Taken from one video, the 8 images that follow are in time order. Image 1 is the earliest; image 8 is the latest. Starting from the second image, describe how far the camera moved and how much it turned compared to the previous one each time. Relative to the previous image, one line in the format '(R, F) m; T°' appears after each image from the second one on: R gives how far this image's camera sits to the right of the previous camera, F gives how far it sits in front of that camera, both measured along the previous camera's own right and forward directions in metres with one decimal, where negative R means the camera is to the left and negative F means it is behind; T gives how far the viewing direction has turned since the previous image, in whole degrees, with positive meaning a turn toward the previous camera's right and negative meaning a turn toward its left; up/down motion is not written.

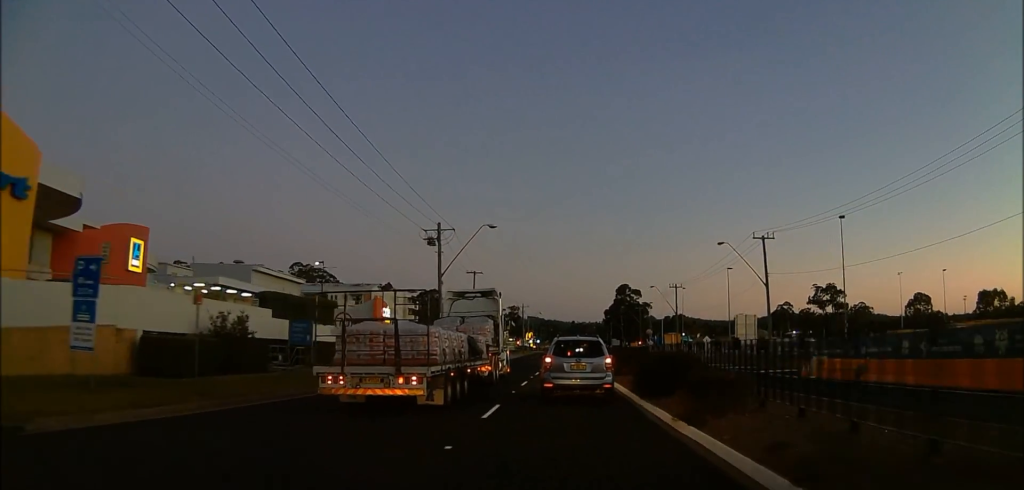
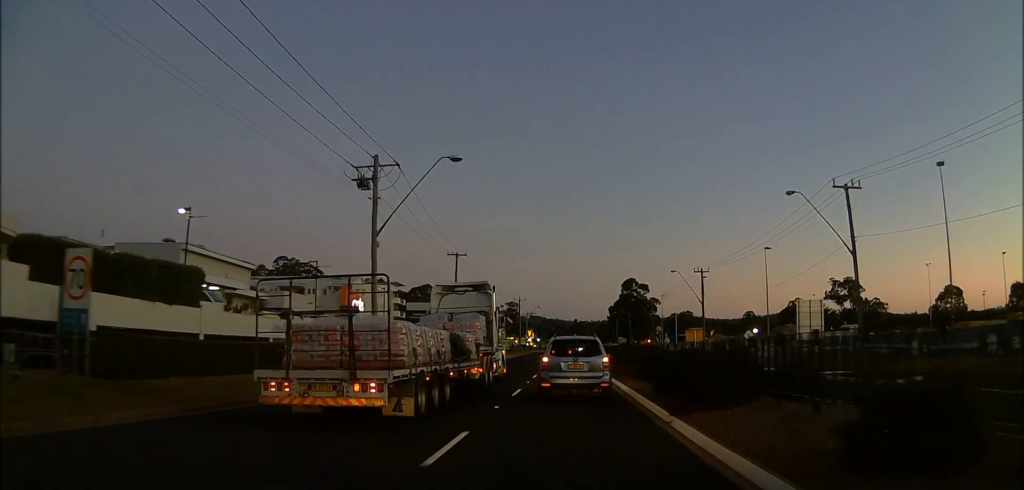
(-0.2, +15.8) m; -2°
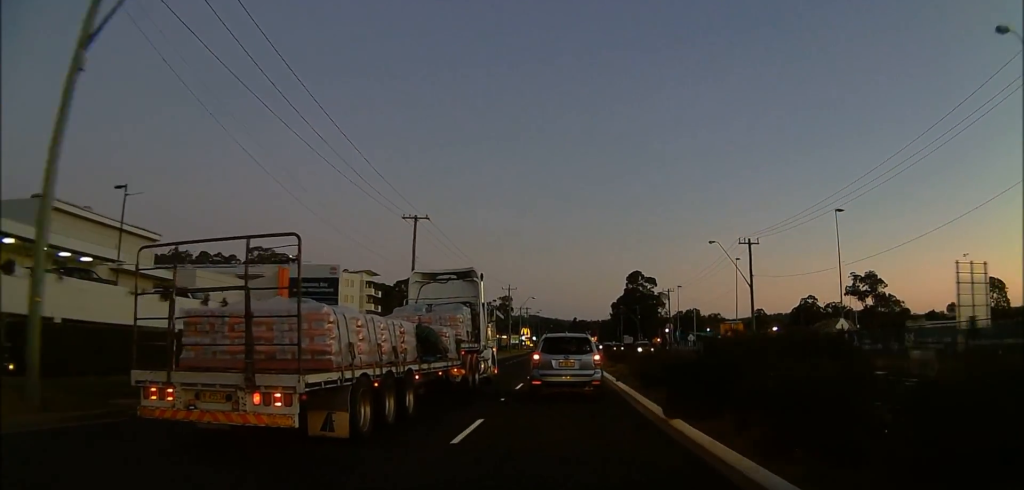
(-0.3, +20.3) m; 0°
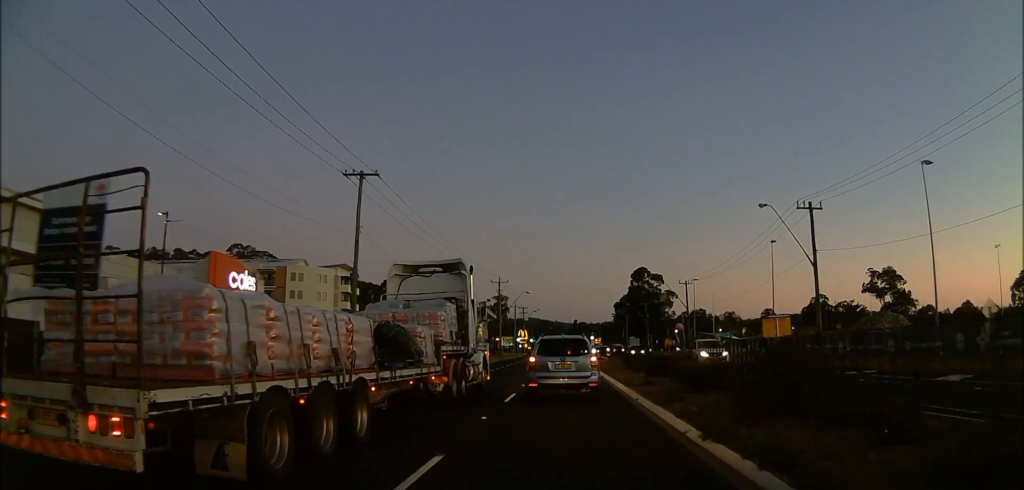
(+0.2, +17.5) m; 0°
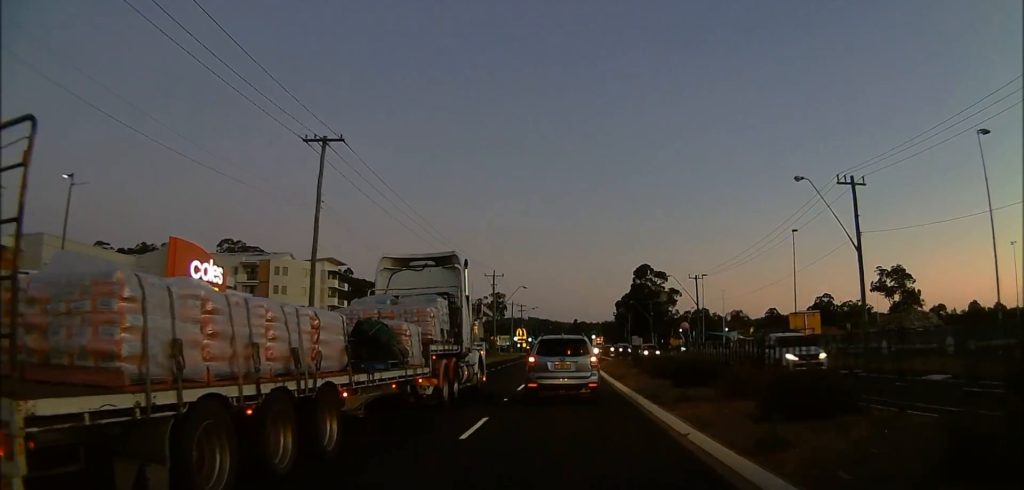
(+0.1, +8.3) m; 0°
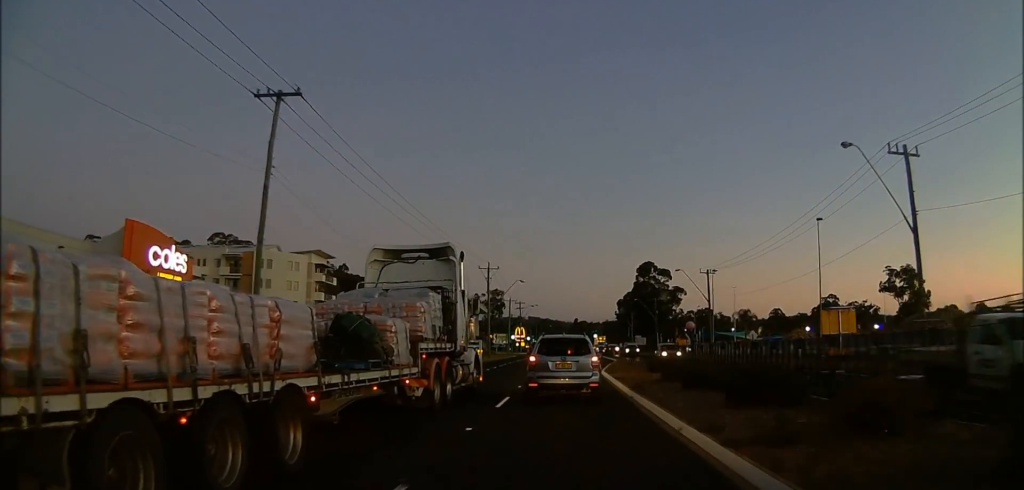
(-0.2, +7.7) m; 0°
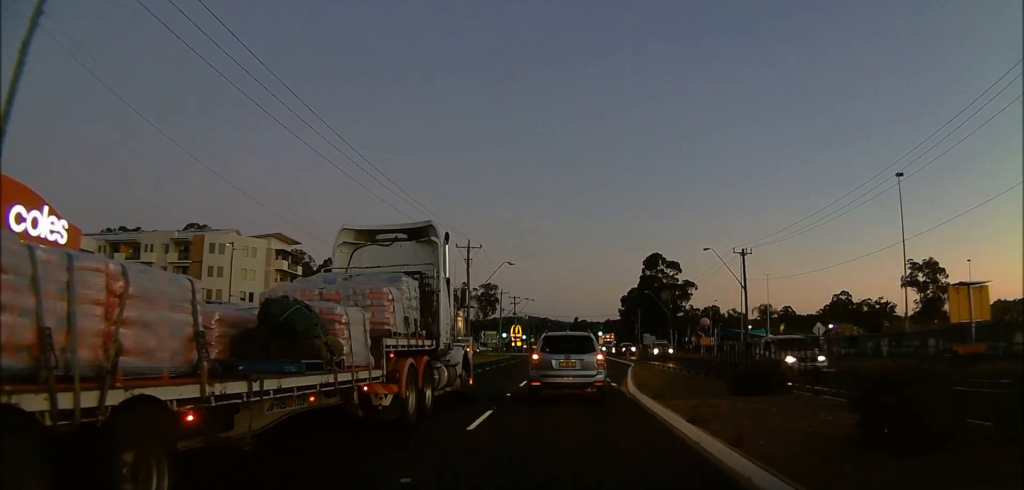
(0.0, +18.2) m; 0°
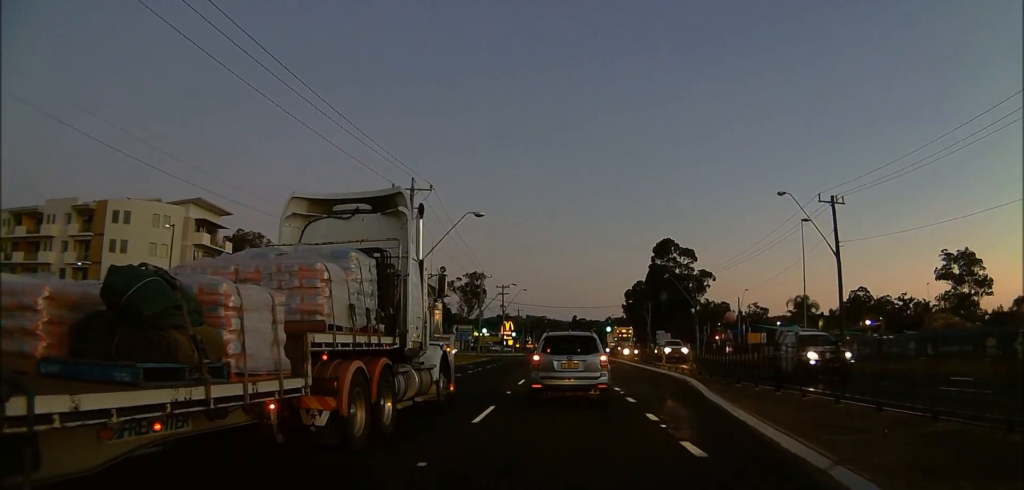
(+0.3, +24.5) m; +3°
